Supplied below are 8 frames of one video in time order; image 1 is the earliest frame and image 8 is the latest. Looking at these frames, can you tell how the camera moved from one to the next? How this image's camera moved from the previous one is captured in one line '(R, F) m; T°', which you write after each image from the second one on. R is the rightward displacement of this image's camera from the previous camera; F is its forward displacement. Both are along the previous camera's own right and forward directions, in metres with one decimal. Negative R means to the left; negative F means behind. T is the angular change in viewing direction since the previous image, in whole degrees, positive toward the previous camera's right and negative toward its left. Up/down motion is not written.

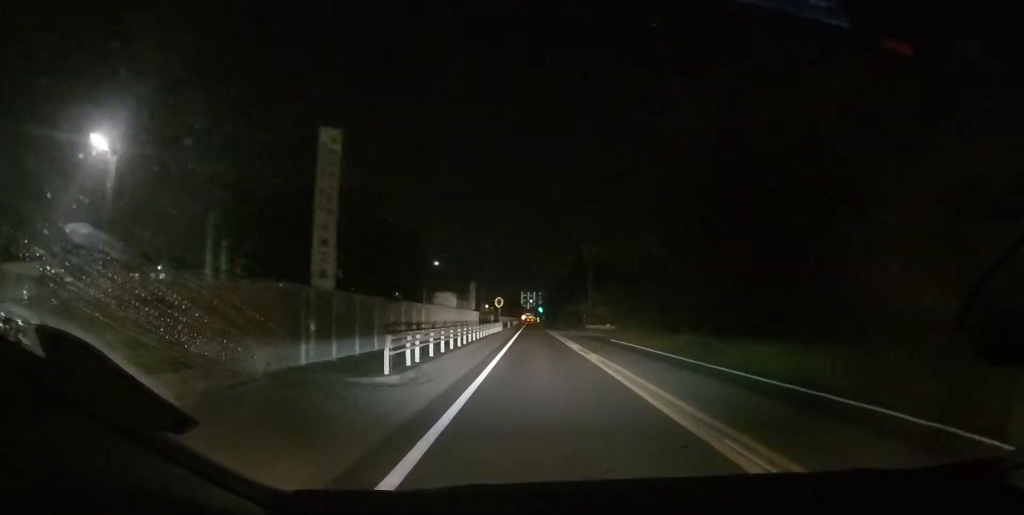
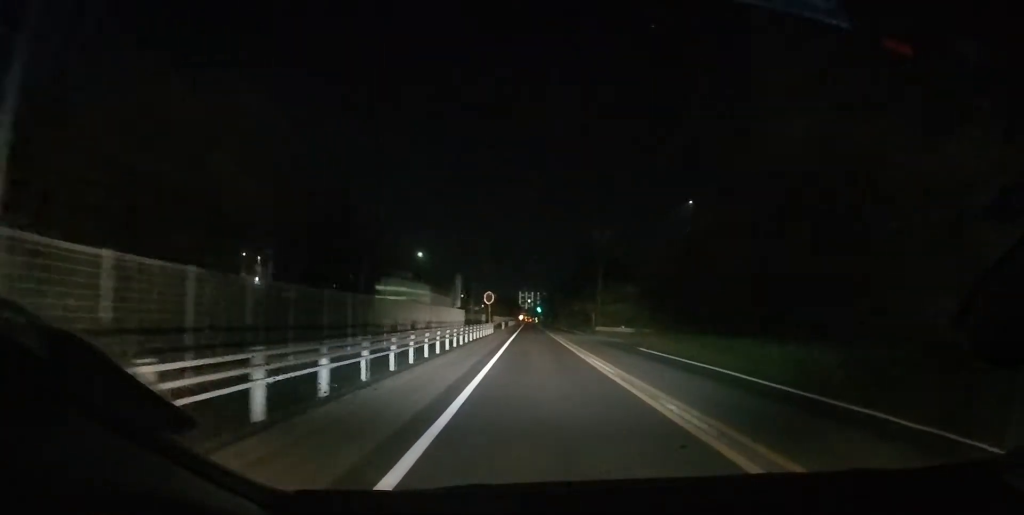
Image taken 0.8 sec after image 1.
(0.0, +10.6) m; 0°
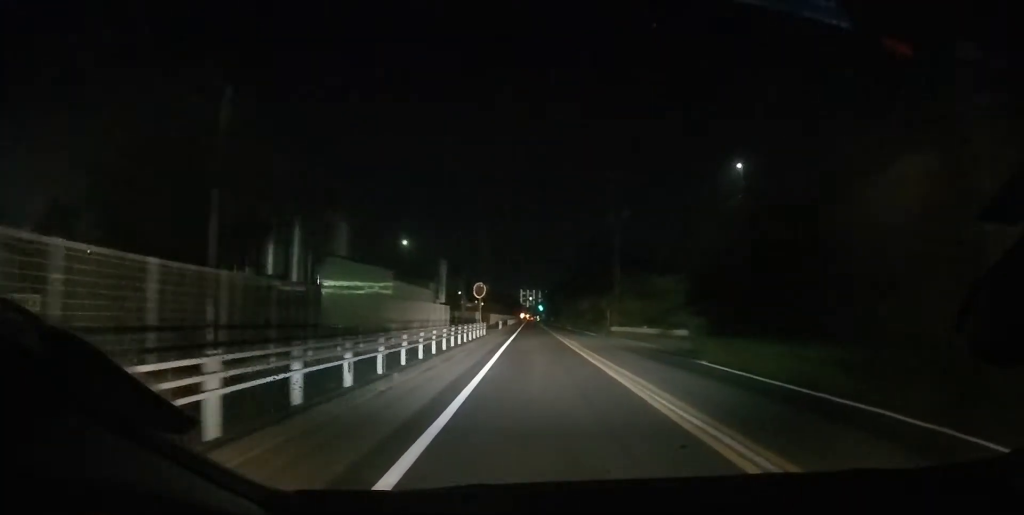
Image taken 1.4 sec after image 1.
(+0.1, +9.1) m; 0°
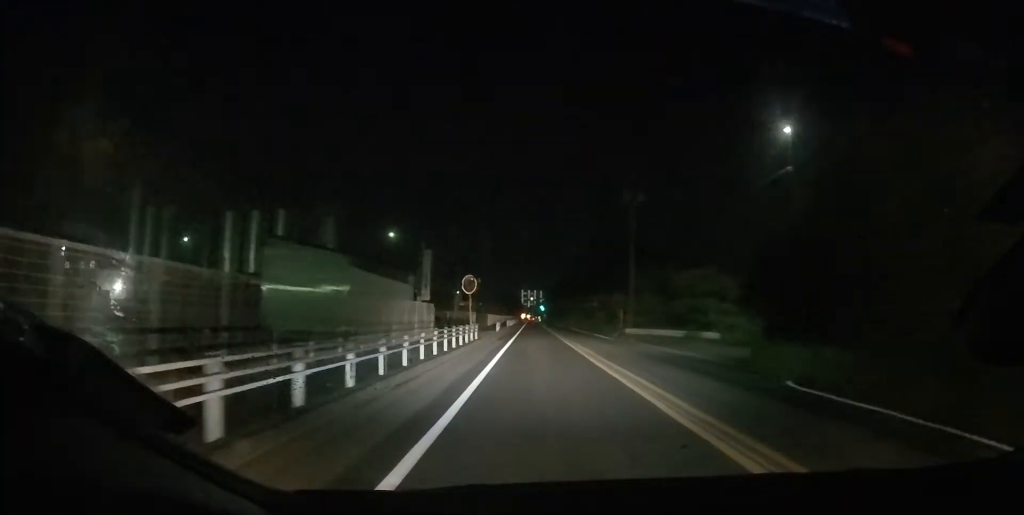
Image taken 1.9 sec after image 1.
(0.0, +6.0) m; 0°
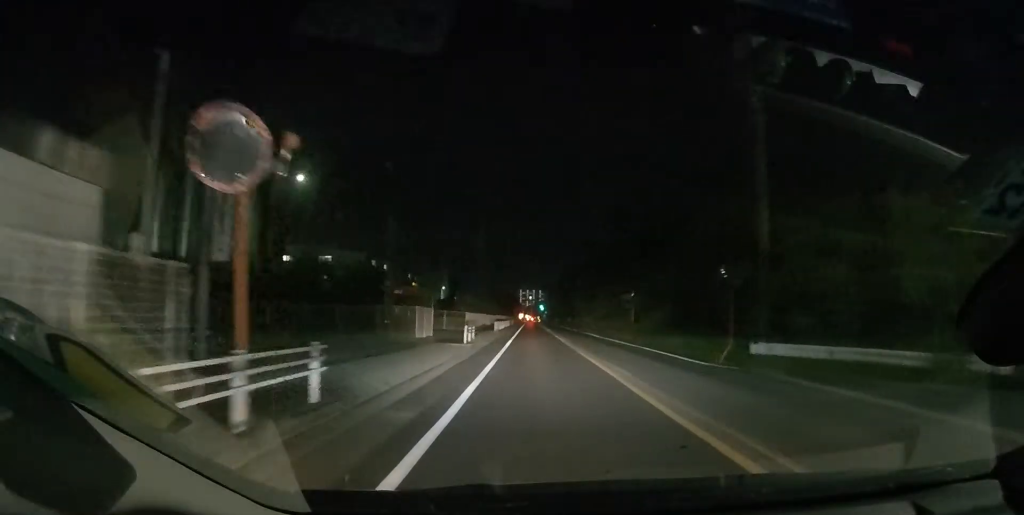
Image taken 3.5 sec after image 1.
(+0.1, +21.8) m; +1°
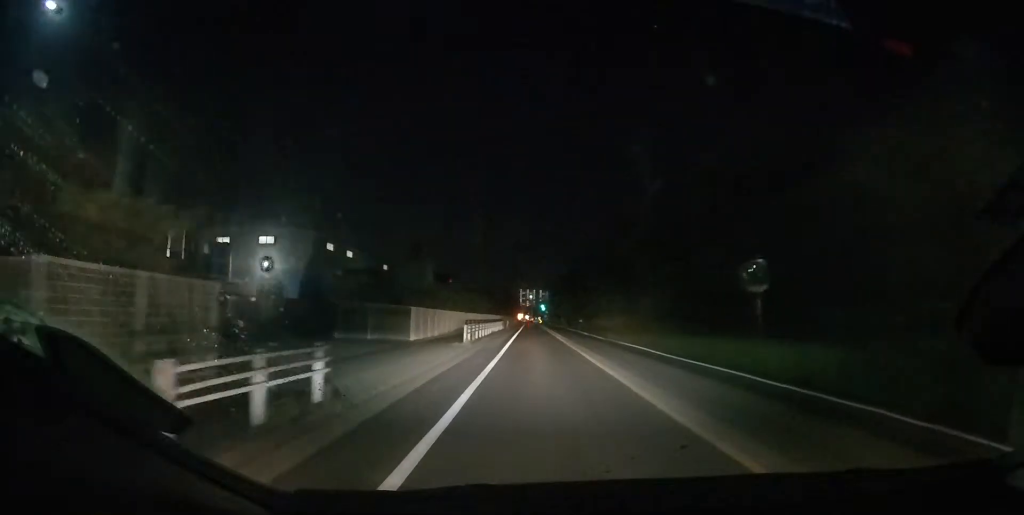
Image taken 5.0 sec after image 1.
(0.0, +21.1) m; 0°
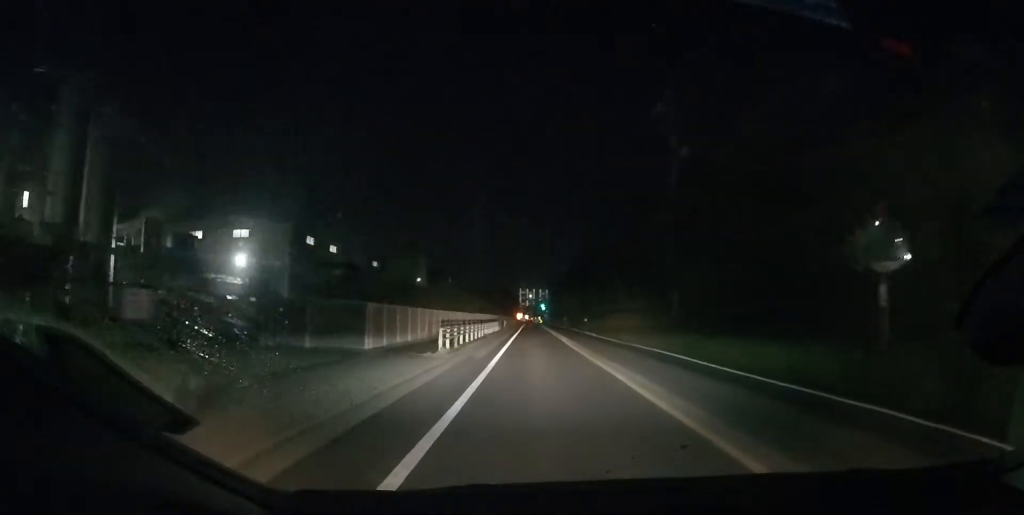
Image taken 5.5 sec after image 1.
(0.0, +6.7) m; 0°
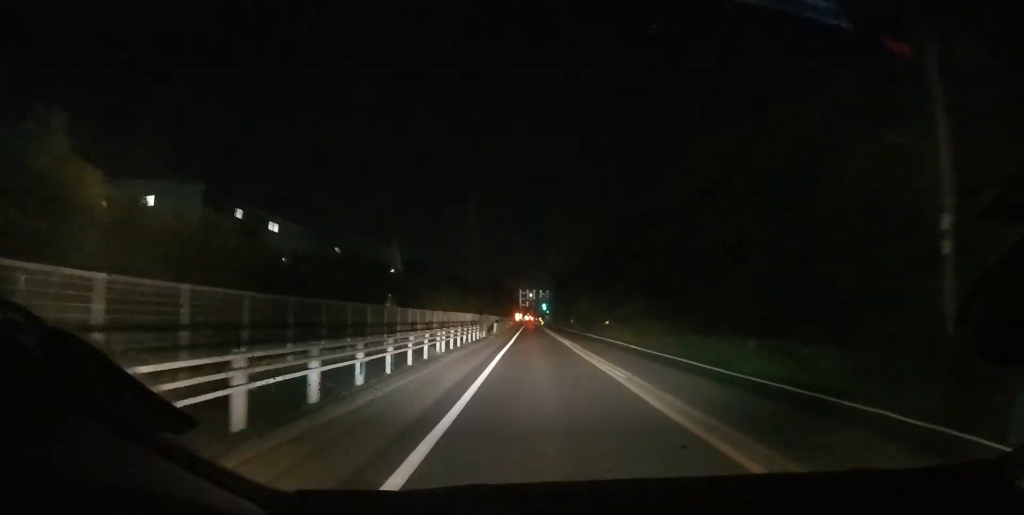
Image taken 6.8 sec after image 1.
(0.0, +18.5) m; 0°
